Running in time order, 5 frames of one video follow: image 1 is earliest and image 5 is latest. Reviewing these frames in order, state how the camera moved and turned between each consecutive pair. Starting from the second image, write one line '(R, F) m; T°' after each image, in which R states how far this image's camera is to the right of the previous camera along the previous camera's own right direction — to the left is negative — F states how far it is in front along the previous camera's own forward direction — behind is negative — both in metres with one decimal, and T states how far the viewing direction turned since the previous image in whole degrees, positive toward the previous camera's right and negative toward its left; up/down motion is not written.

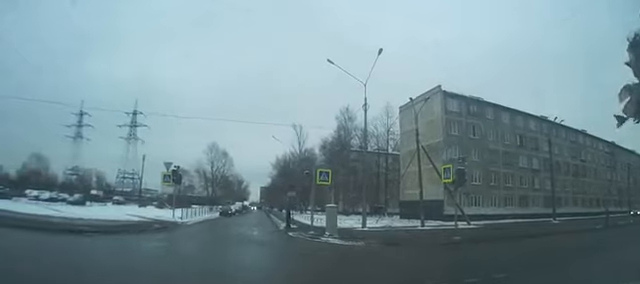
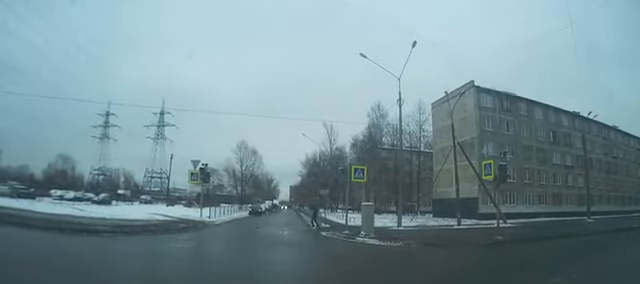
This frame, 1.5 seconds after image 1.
(0.0, +0.5) m; 0°
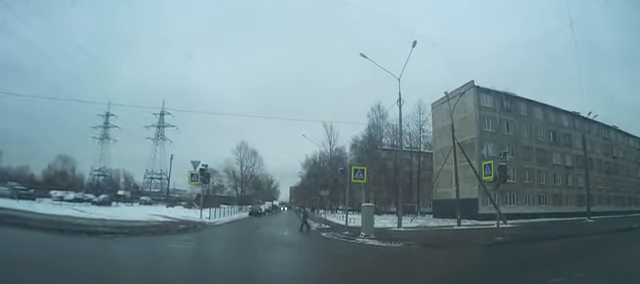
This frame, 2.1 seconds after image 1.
(+0.1, 0.0) m; 0°
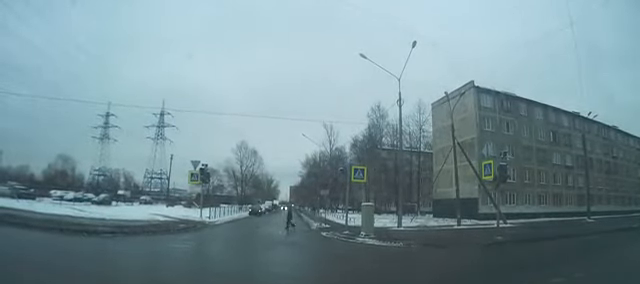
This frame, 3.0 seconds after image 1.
(0.0, 0.0) m; 0°
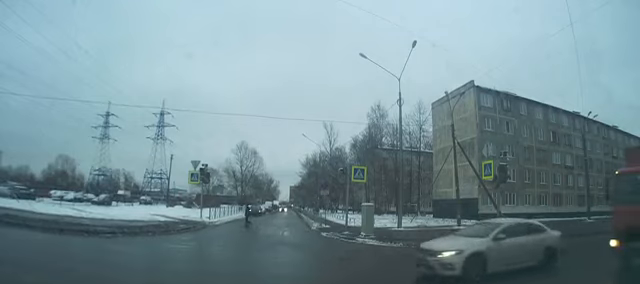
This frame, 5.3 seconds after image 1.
(0.0, 0.0) m; 0°
